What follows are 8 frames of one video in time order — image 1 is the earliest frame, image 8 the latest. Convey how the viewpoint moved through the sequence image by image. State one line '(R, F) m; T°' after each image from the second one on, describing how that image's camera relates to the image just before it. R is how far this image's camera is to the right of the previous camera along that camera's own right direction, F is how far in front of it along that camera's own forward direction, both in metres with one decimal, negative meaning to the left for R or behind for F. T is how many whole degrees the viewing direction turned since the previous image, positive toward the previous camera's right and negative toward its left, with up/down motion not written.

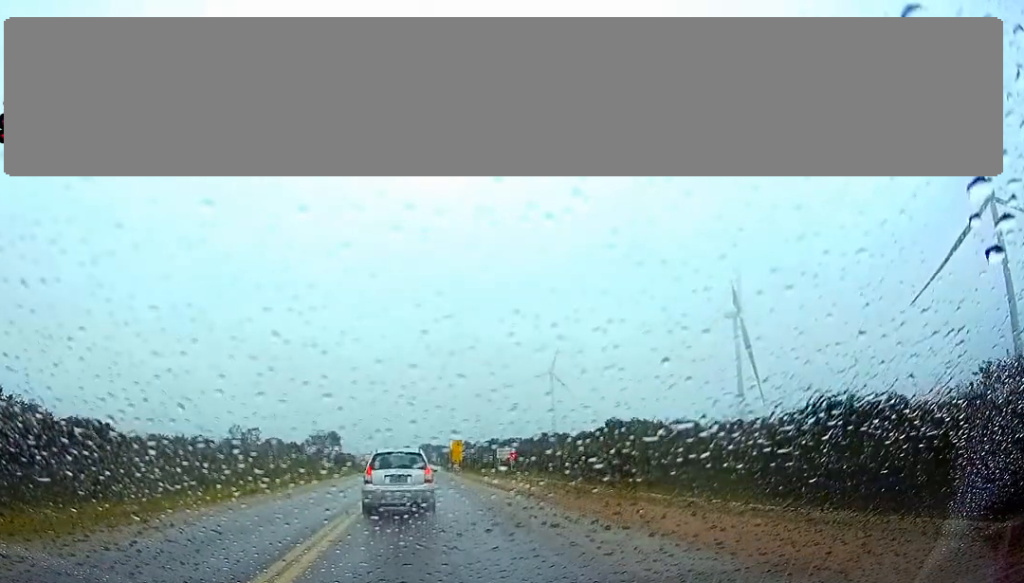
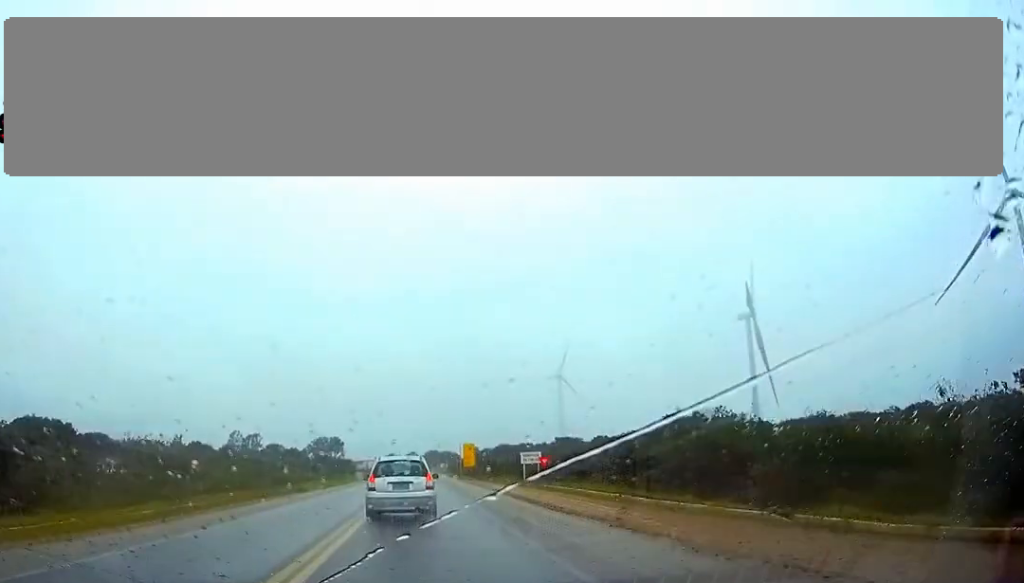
(+0.1, +13.3) m; 0°
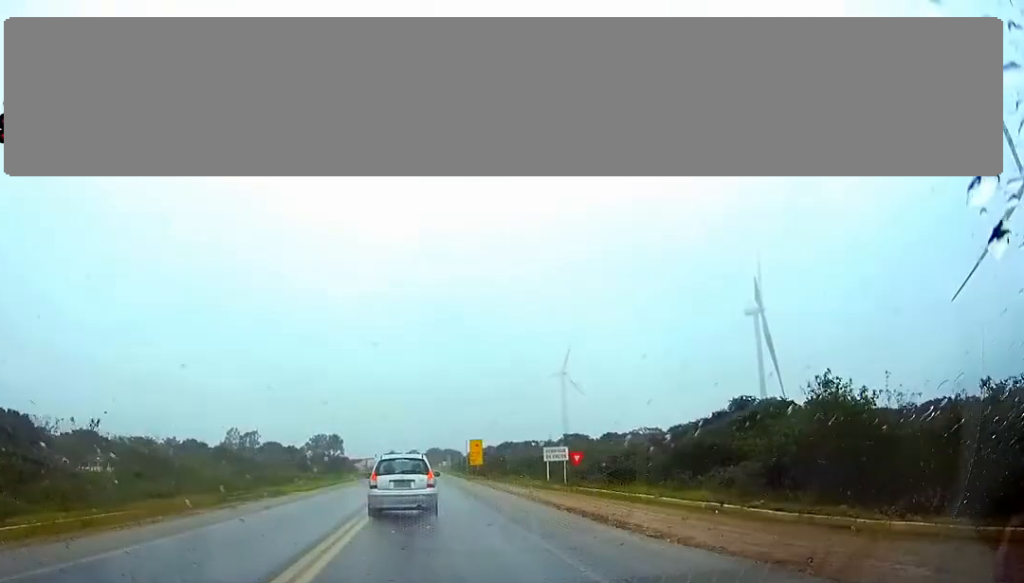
(-0.1, +10.5) m; 0°
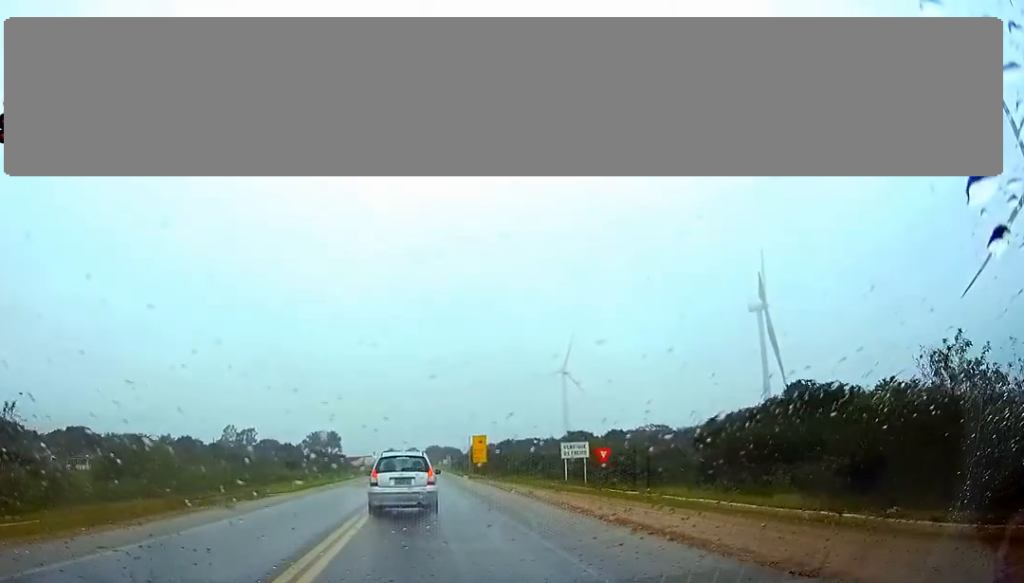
(0.0, +6.4) m; 0°
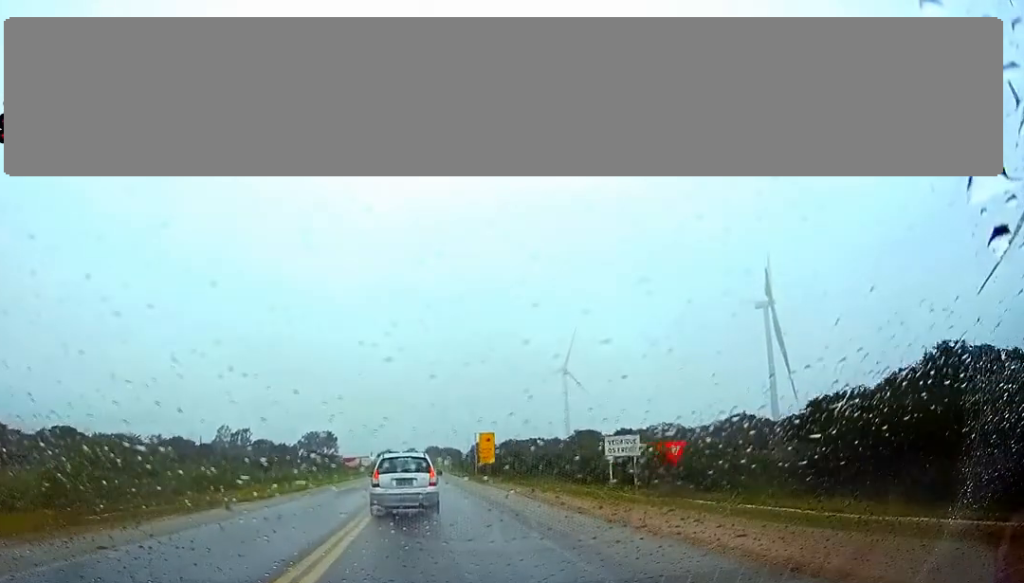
(0.0, +10.8) m; 0°
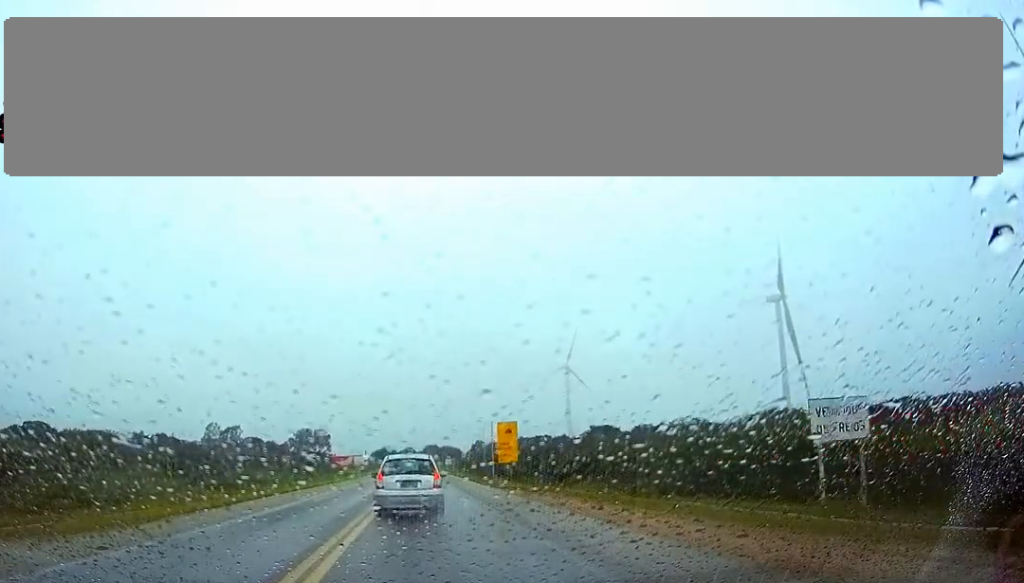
(0.0, +19.0) m; 0°
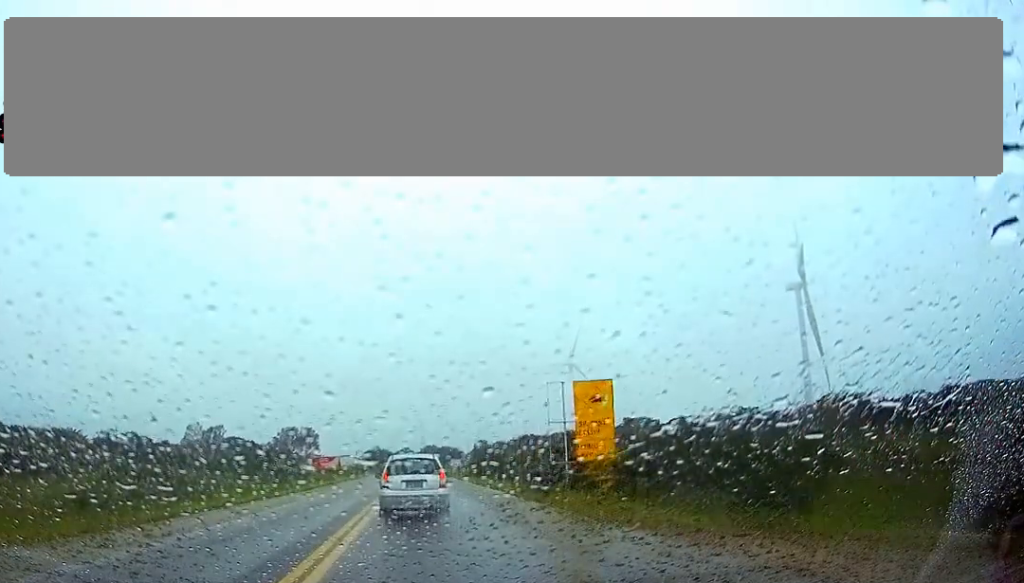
(0.0, +30.3) m; 0°
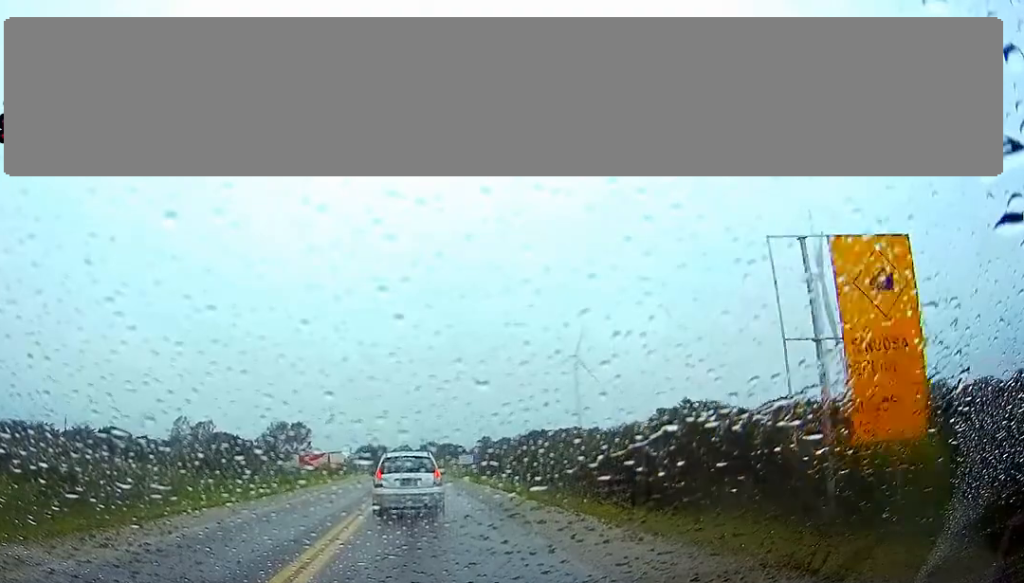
(0.0, +20.2) m; 0°
